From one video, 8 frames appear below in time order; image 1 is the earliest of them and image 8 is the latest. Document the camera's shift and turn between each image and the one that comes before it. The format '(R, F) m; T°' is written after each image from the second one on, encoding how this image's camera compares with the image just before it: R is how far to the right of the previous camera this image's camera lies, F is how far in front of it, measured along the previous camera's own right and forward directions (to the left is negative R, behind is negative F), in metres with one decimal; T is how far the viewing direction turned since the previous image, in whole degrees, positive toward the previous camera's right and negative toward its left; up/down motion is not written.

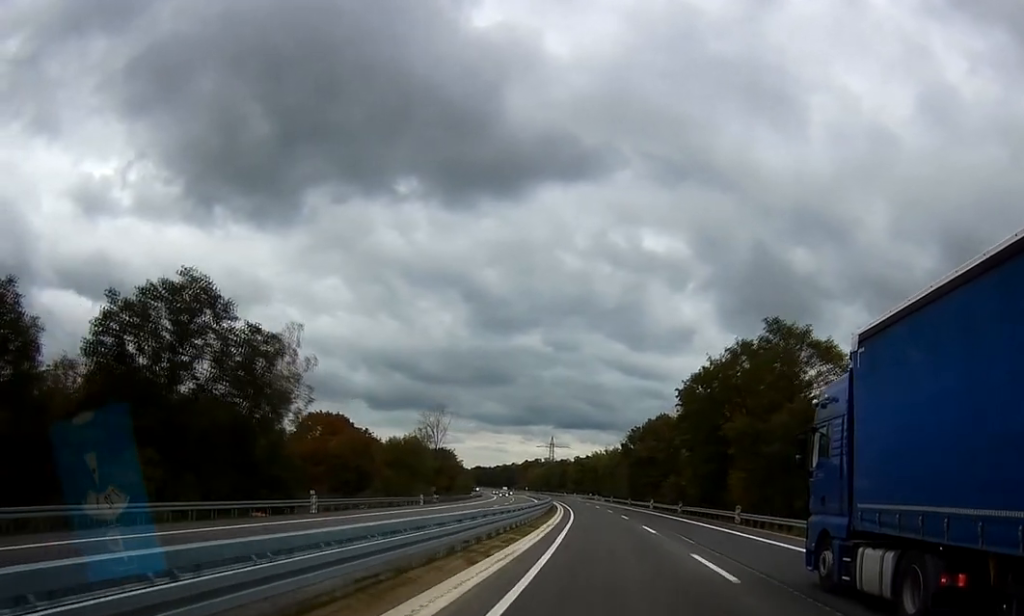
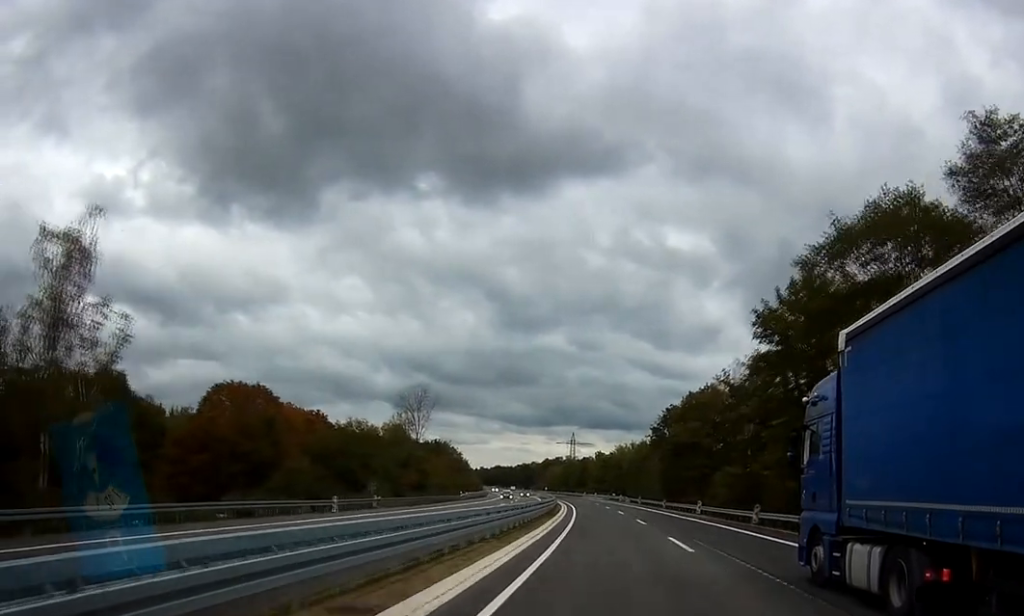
(-0.5, +29.6) m; -2°
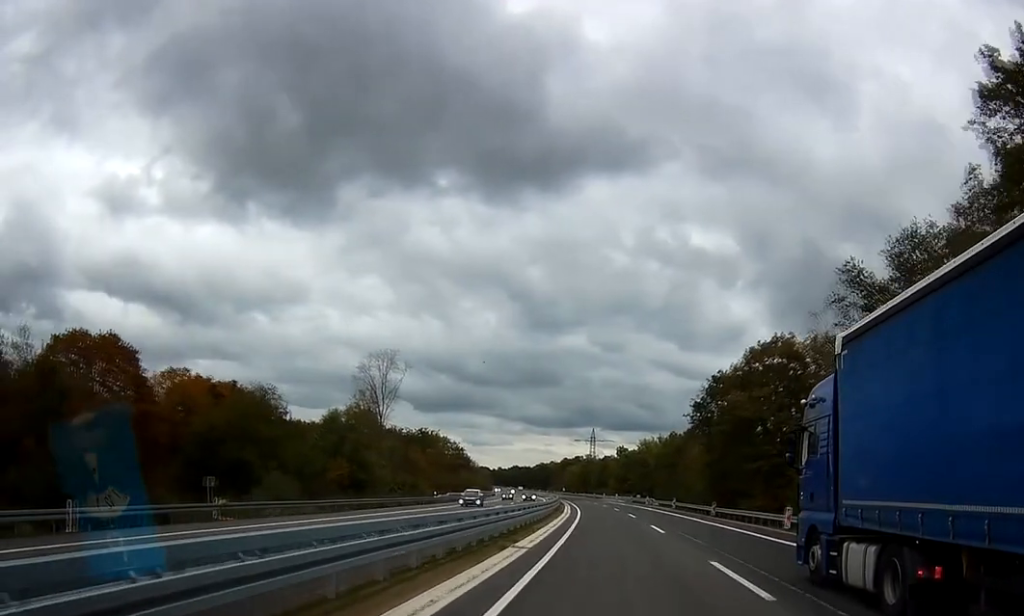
(-0.4, +27.4) m; -1°
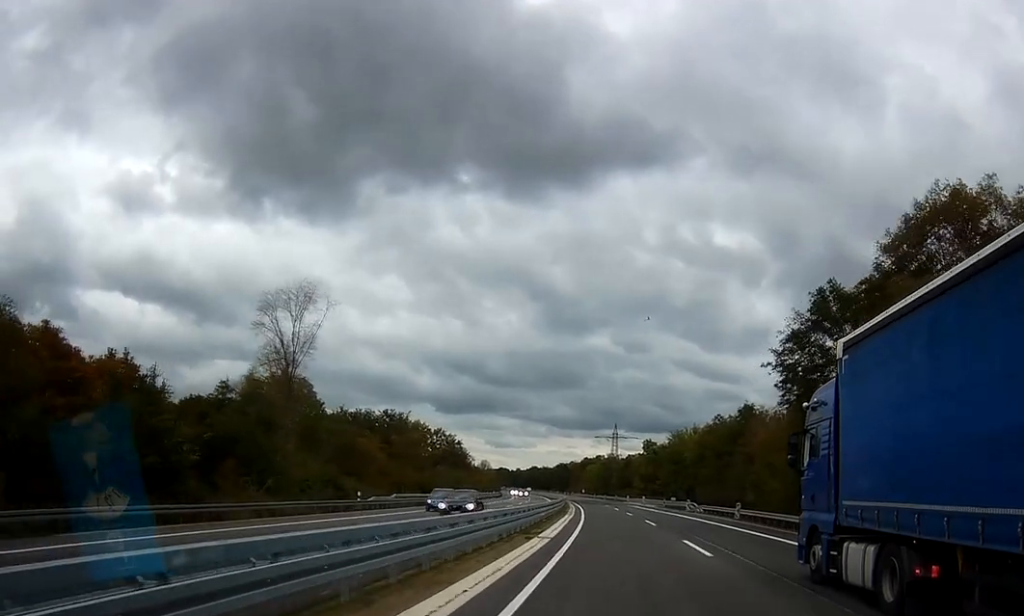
(-0.2, +30.5) m; -1°
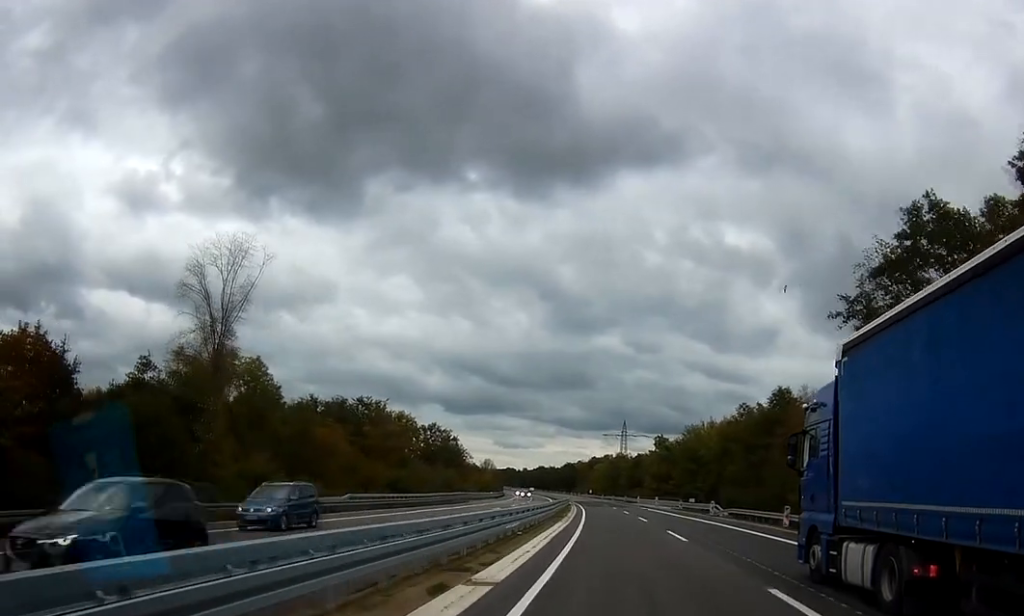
(+0.1, +12.8) m; -1°
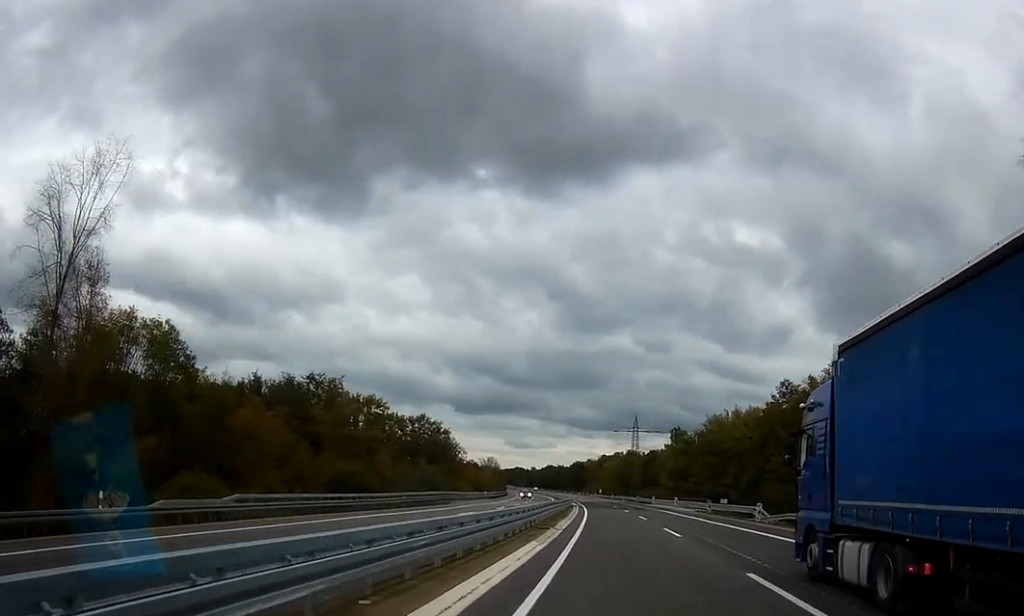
(-0.3, +16.9) m; -1°
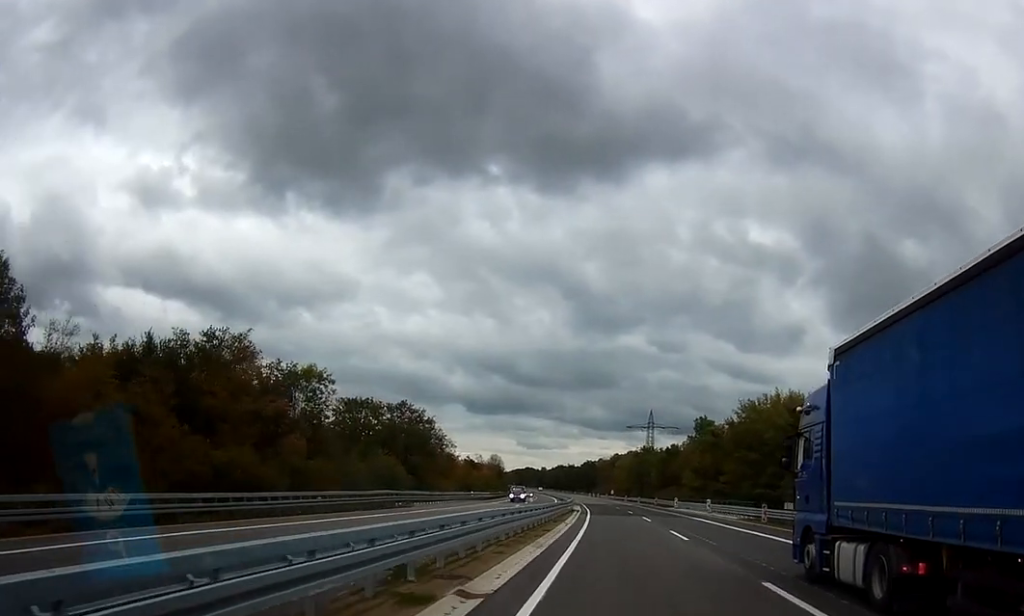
(-0.3, +20.5) m; -1°
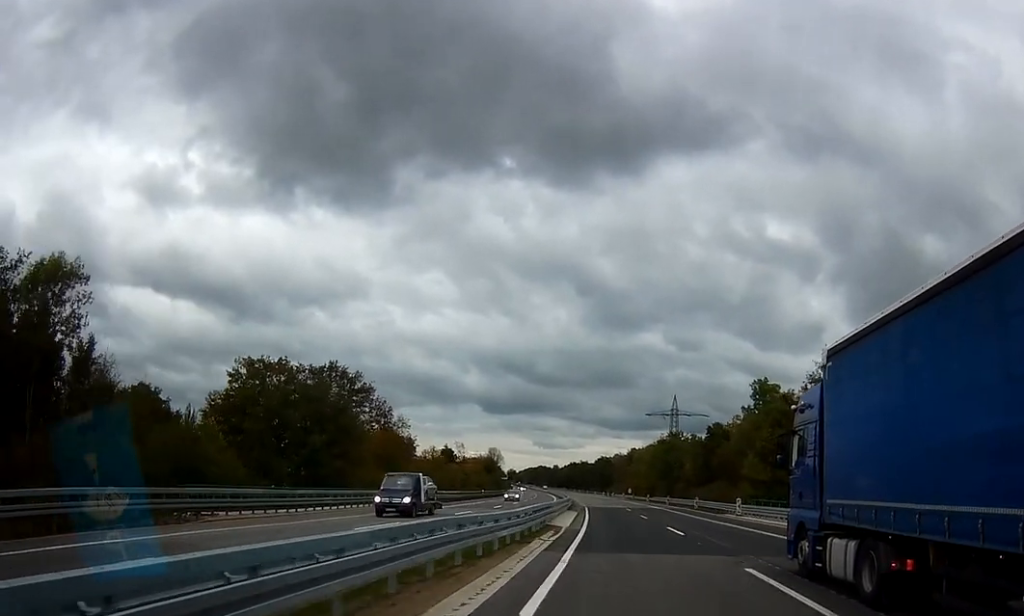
(0.0, +36.2) m; -1°
